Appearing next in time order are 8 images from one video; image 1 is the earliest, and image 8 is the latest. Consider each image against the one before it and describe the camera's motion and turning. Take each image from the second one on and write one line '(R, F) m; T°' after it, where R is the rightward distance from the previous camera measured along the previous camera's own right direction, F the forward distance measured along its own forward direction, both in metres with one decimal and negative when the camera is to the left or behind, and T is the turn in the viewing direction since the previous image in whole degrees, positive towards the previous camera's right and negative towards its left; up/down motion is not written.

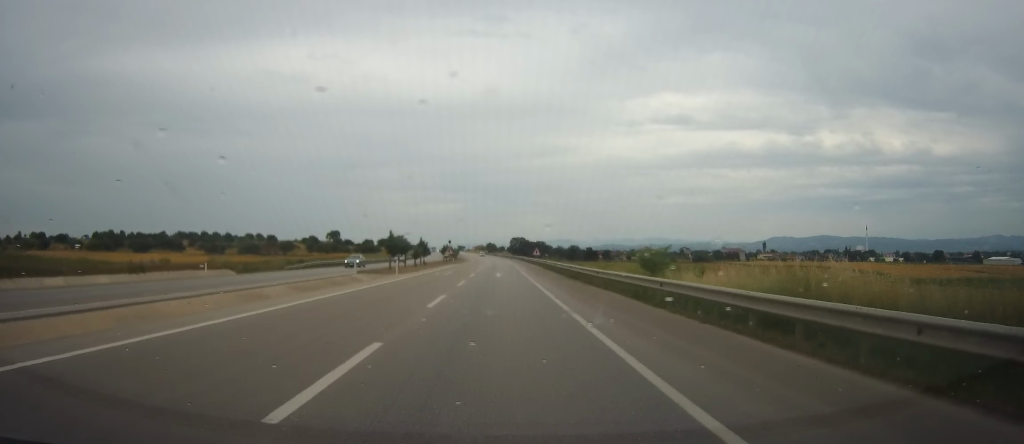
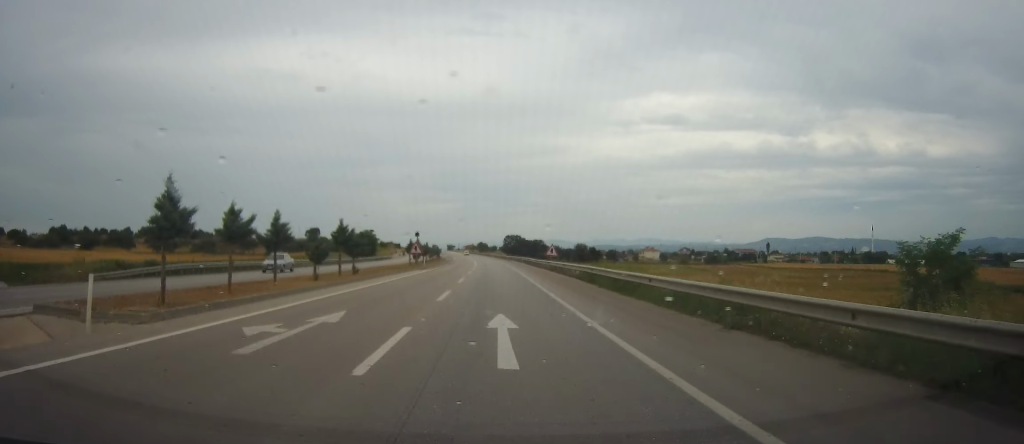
(+0.1, +34.6) m; 0°
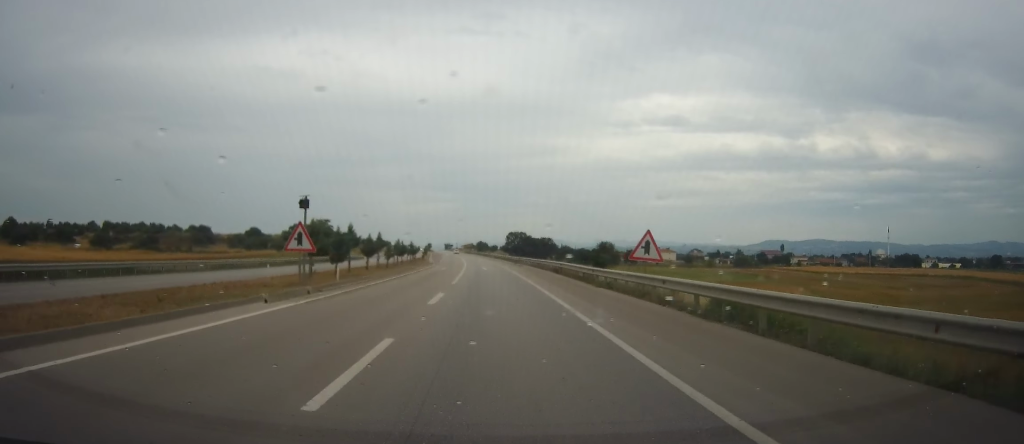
(+0.1, +37.8) m; 0°
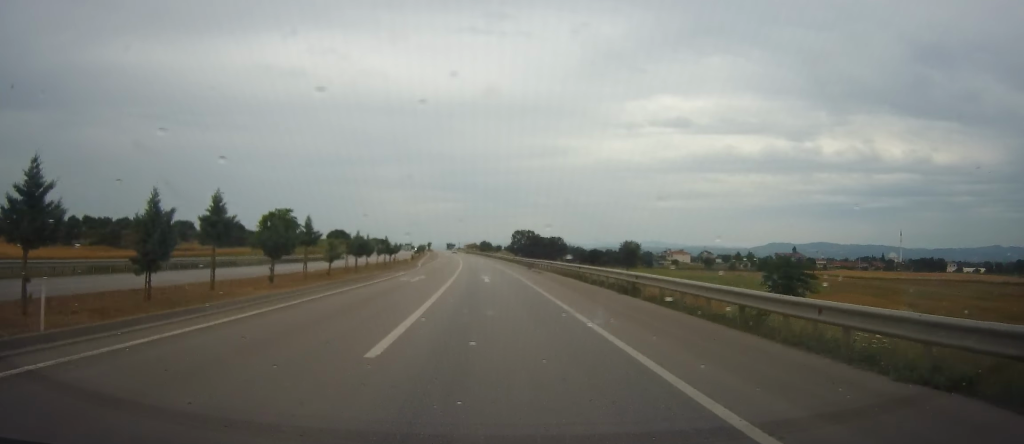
(0.0, +20.5) m; 0°
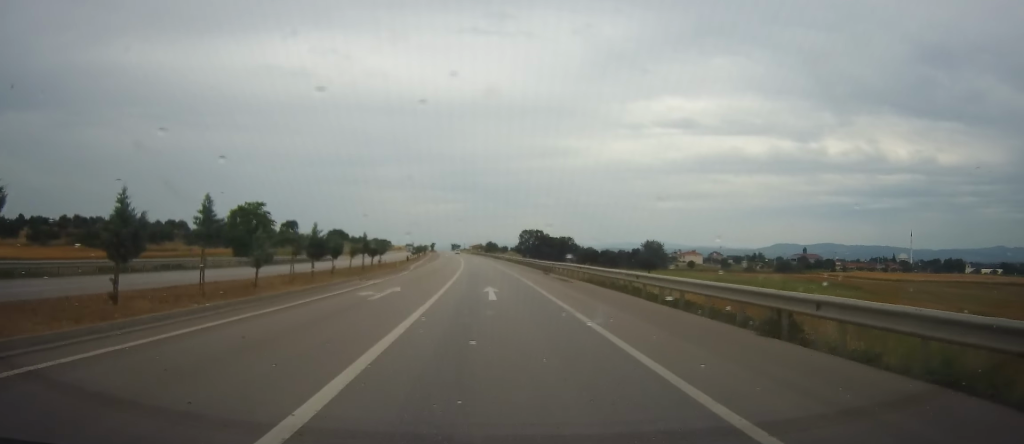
(0.0, +12.5) m; 0°
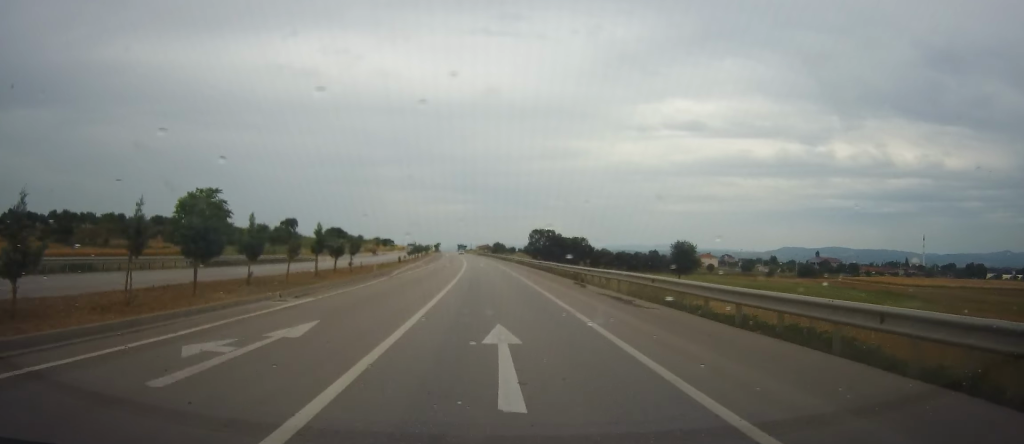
(+0.1, +13.2) m; 0°
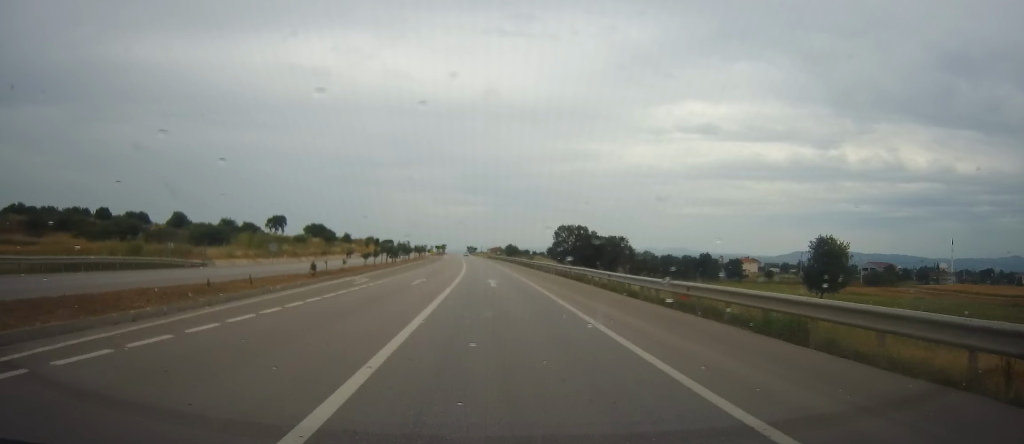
(-0.7, +39.6) m; -2°
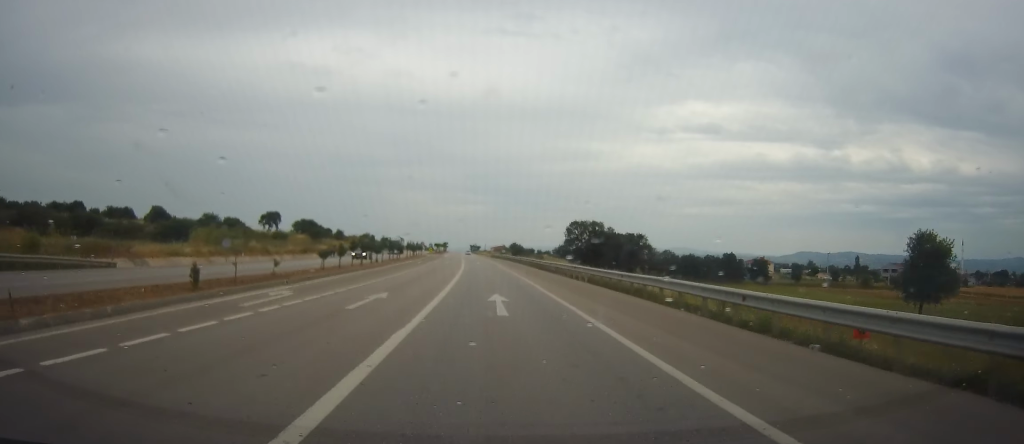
(-0.1, +14.7) m; 0°
